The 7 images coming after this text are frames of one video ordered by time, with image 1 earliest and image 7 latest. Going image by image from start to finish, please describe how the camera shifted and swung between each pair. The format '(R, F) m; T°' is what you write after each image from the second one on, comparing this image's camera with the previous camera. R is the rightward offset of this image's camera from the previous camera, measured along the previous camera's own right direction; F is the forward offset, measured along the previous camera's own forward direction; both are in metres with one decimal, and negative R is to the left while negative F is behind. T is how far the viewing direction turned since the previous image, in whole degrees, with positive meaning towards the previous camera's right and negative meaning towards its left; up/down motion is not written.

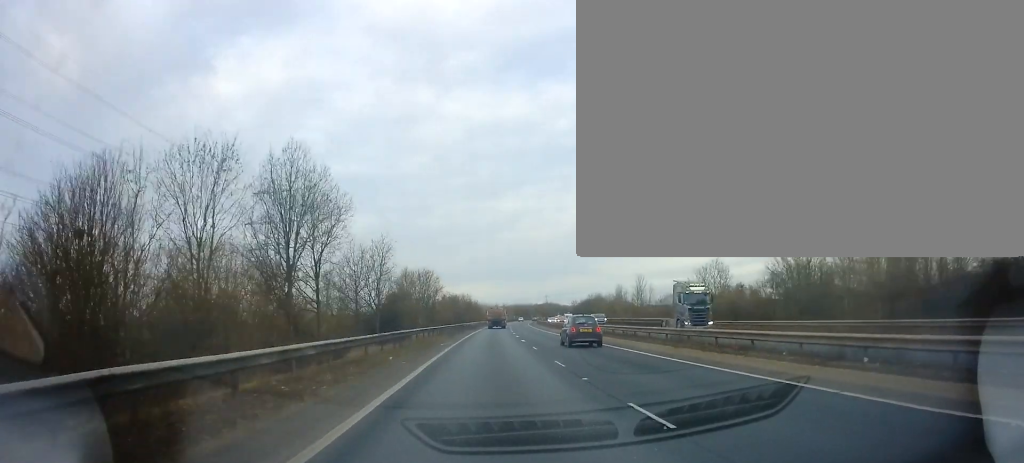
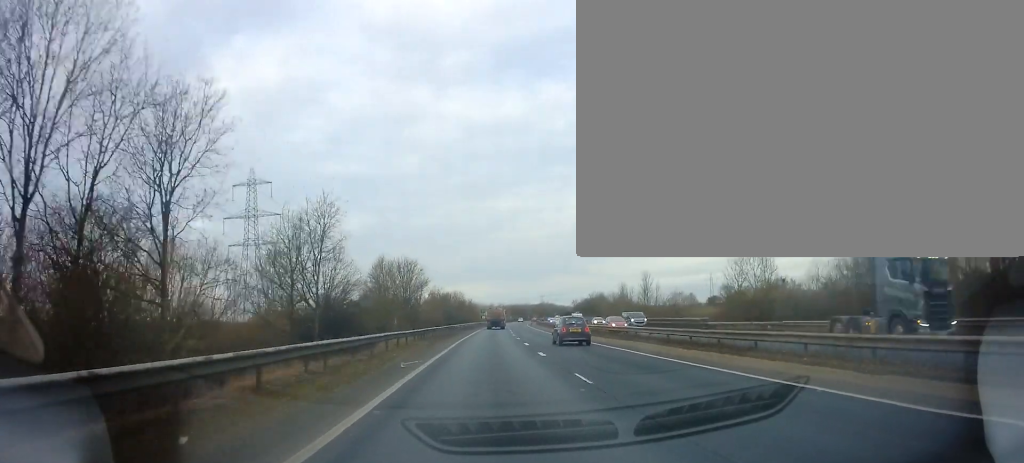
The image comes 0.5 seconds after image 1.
(0.0, +13.2) m; 0°
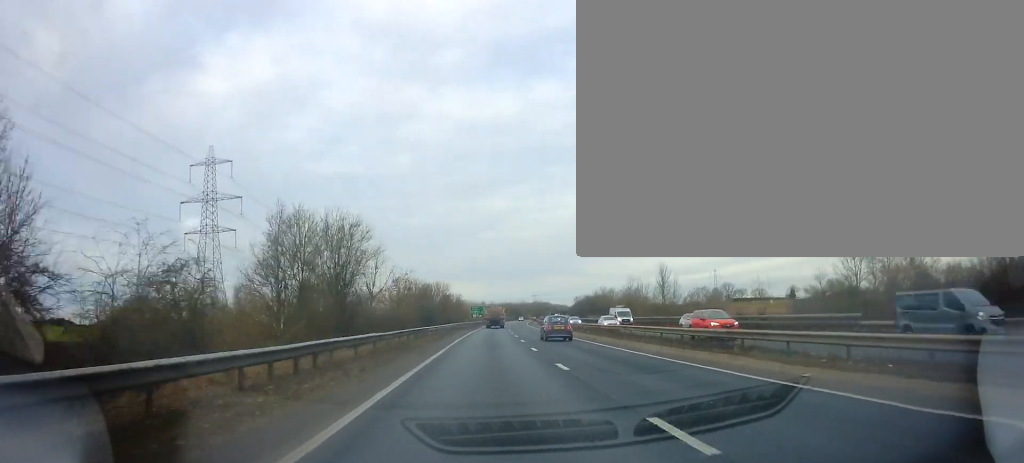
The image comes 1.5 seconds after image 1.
(+0.2, +24.5) m; 0°
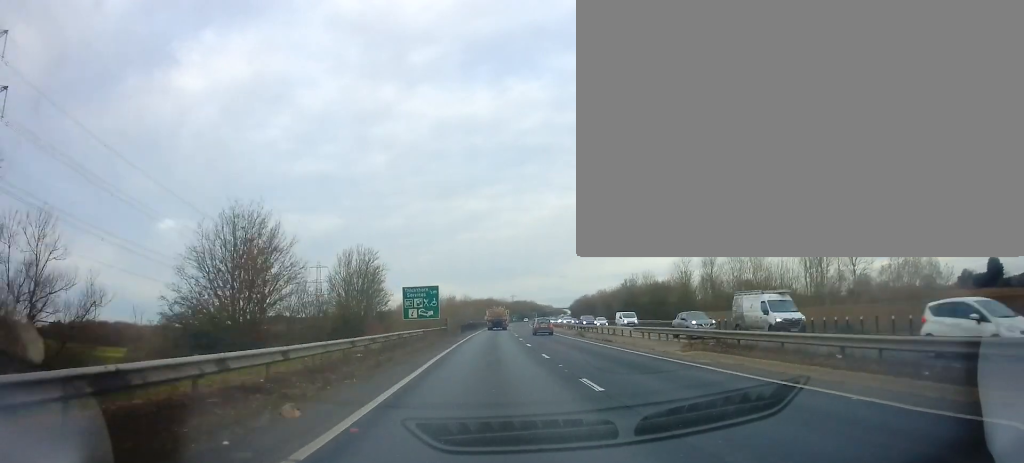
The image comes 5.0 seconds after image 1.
(+2.7, +85.9) m; +3°
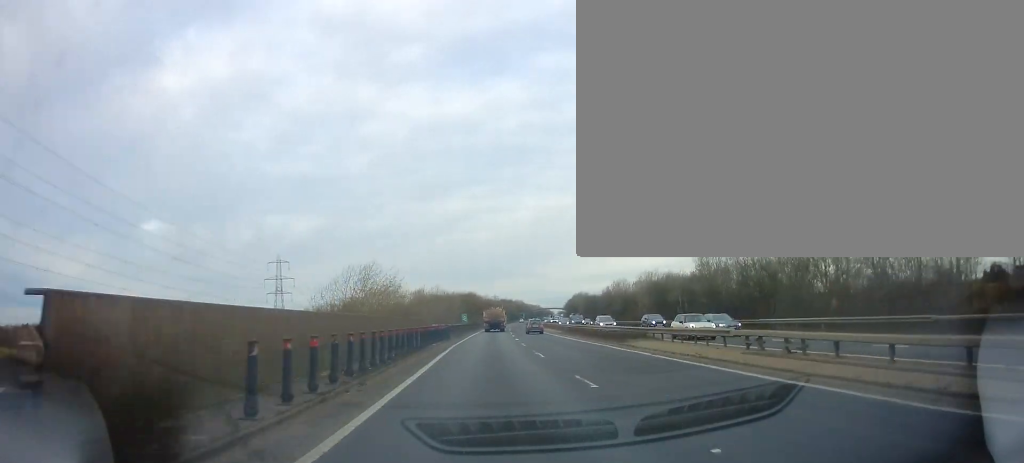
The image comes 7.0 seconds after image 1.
(+0.9, +49.1) m; +2°
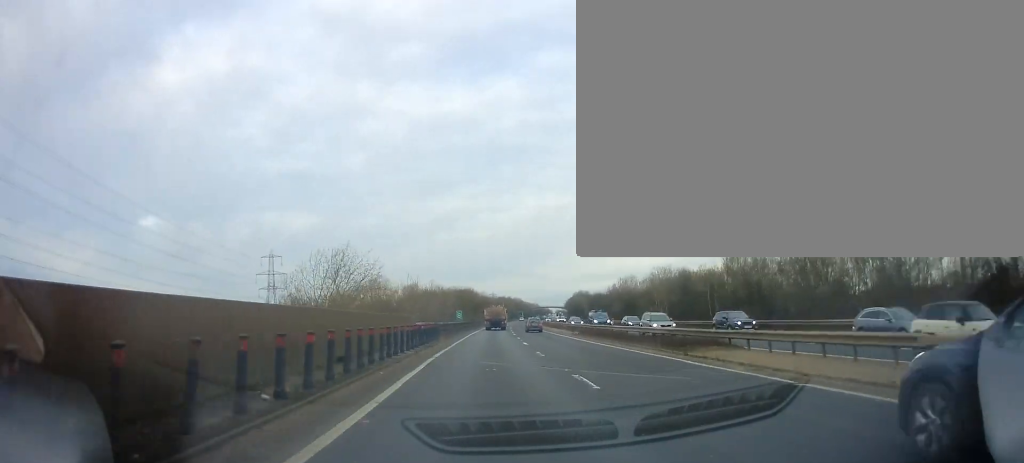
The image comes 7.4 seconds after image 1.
(0.0, +10.0) m; 0°
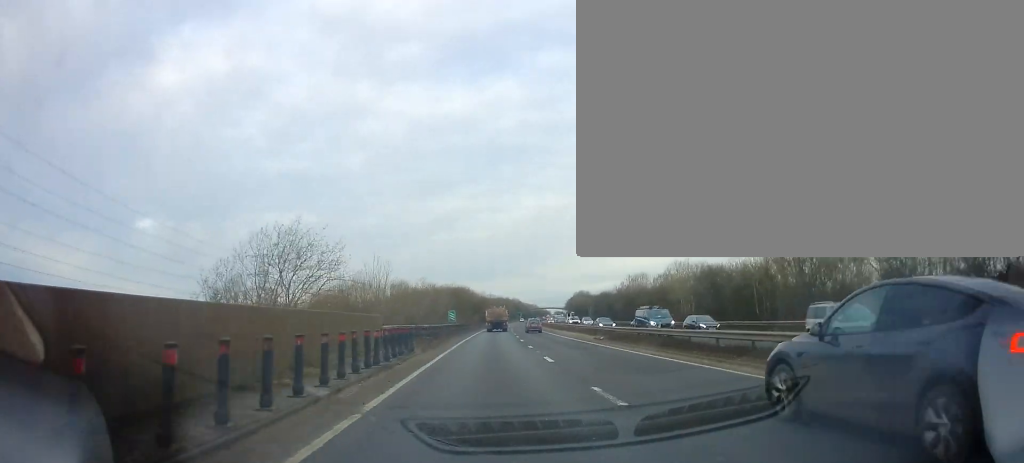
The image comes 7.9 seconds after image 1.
(0.0, +11.7) m; 0°
